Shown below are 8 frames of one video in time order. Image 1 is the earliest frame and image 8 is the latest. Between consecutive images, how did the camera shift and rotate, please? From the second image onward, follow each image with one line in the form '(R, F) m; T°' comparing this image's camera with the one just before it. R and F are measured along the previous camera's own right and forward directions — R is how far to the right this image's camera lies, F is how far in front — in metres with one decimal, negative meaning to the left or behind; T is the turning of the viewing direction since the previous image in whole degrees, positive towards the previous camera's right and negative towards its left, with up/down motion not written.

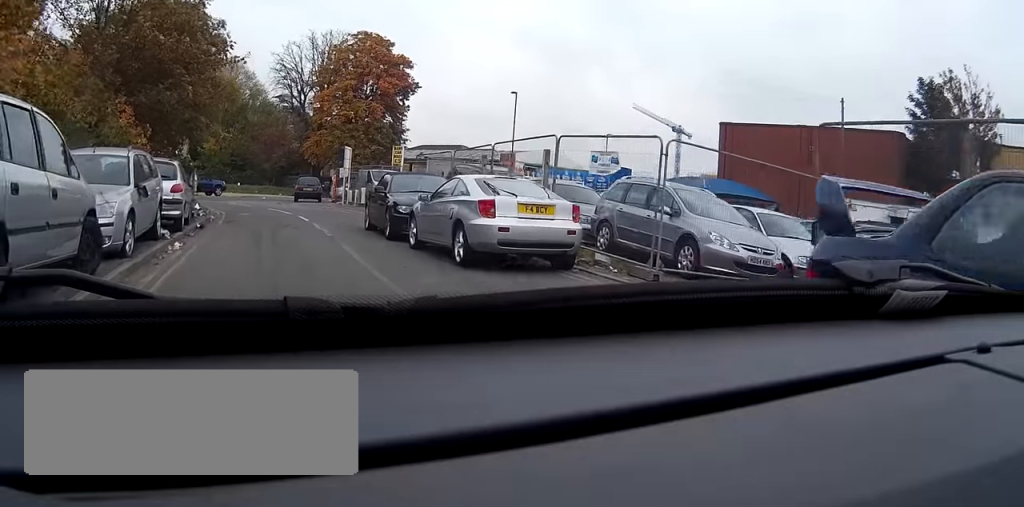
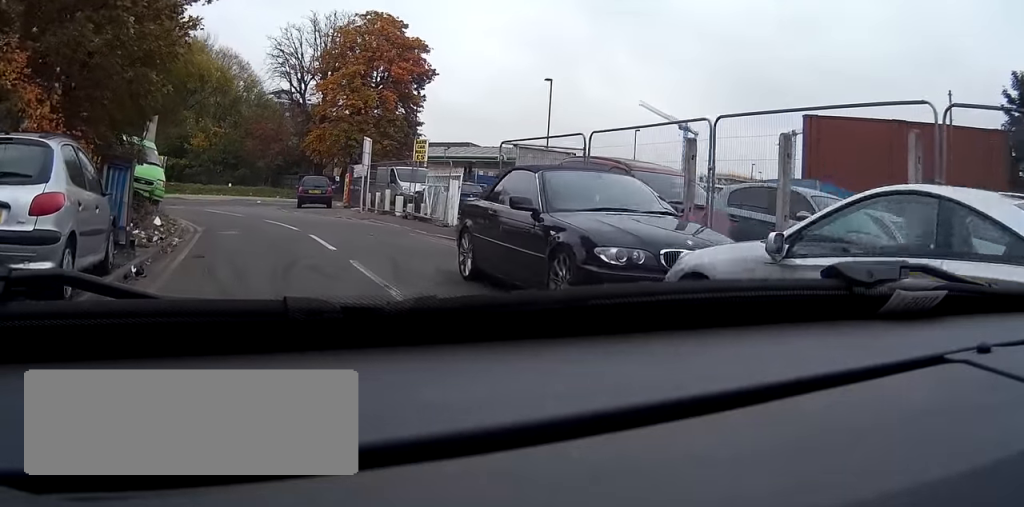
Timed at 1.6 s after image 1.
(+0.1, +8.8) m; +2°
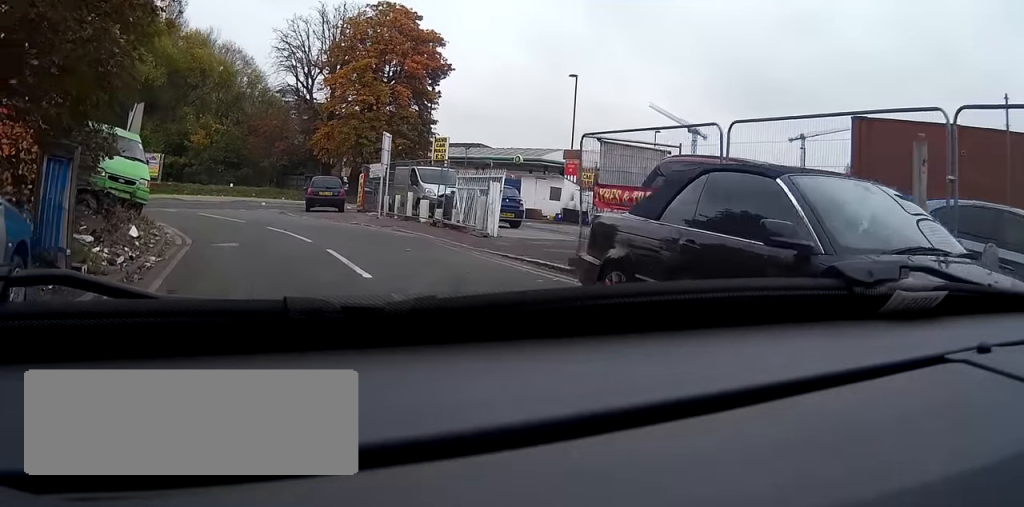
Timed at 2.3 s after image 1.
(0.0, +3.7) m; 0°
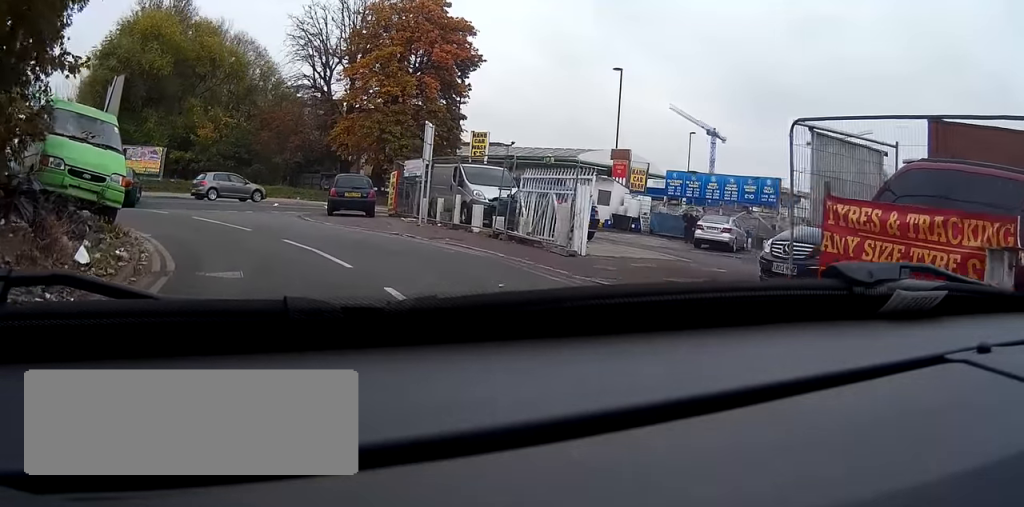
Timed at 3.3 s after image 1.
(0.0, +4.8) m; -1°
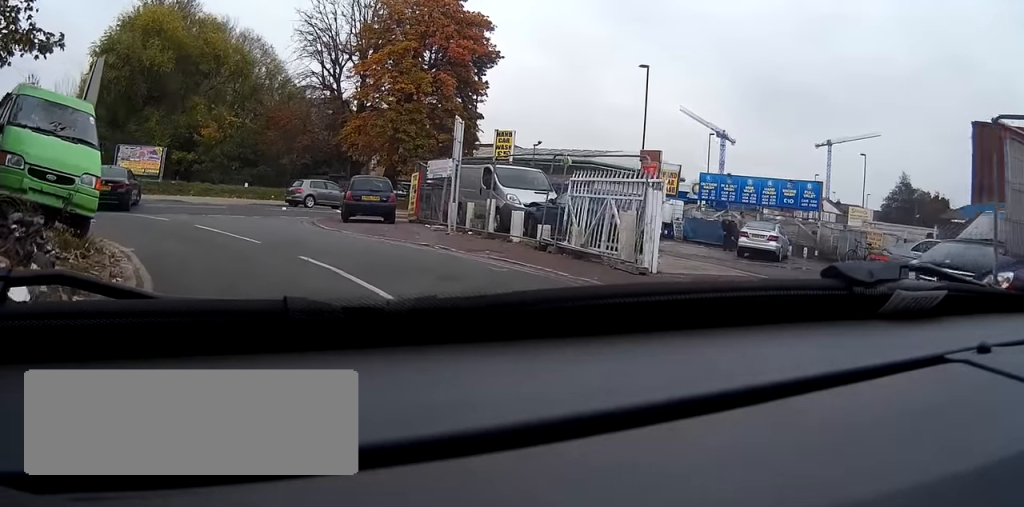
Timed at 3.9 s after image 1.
(0.0, +2.7) m; -1°
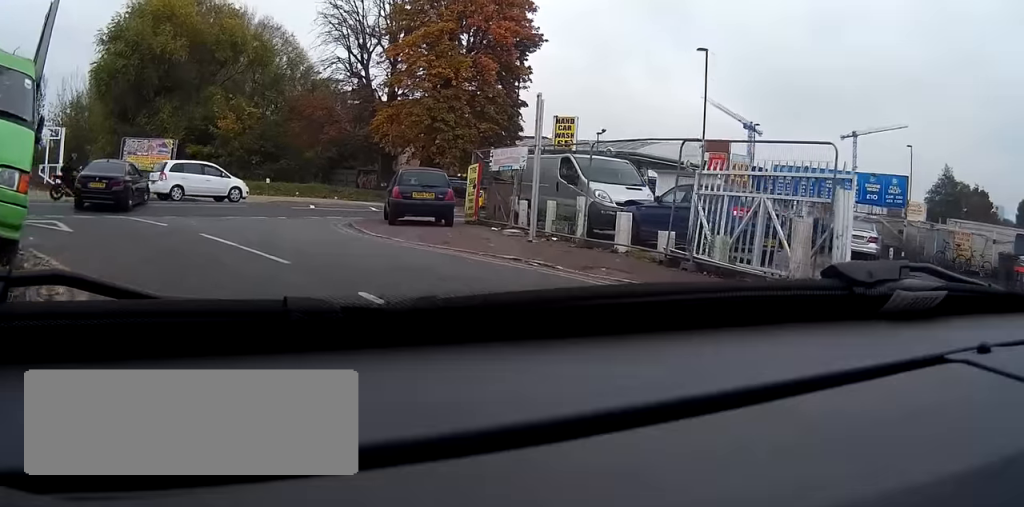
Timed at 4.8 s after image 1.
(0.0, +4.5) m; -1°
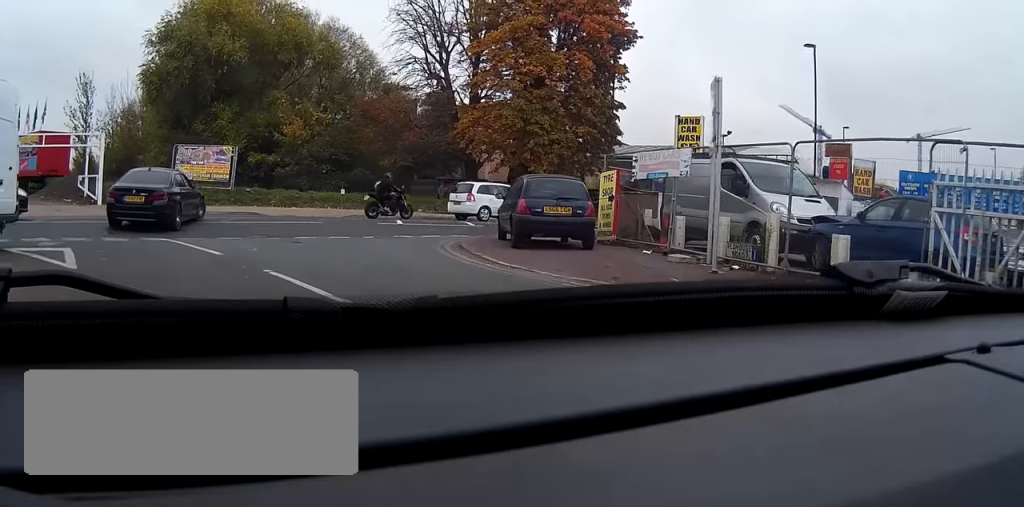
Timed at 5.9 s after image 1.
(0.0, +4.4) m; -1°
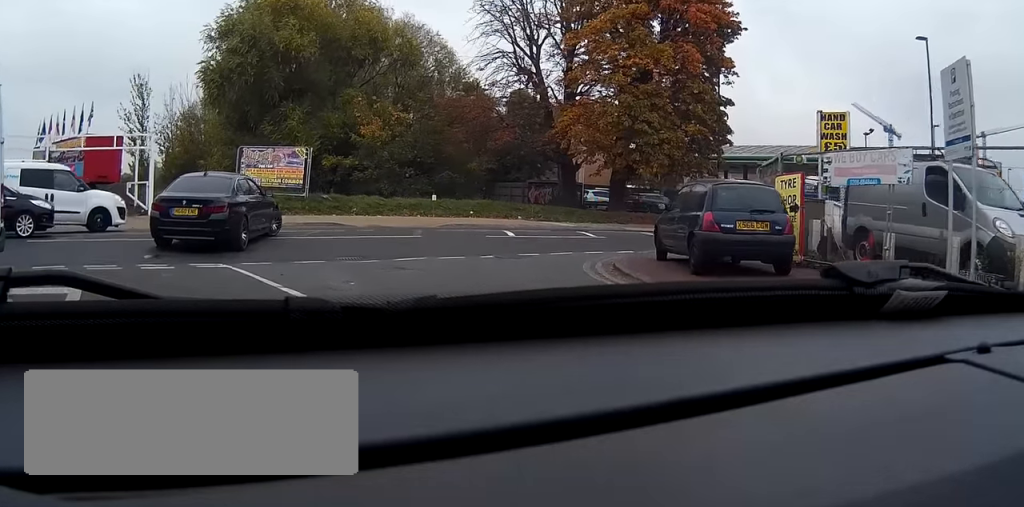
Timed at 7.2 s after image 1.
(-0.2, +4.2) m; -5°
